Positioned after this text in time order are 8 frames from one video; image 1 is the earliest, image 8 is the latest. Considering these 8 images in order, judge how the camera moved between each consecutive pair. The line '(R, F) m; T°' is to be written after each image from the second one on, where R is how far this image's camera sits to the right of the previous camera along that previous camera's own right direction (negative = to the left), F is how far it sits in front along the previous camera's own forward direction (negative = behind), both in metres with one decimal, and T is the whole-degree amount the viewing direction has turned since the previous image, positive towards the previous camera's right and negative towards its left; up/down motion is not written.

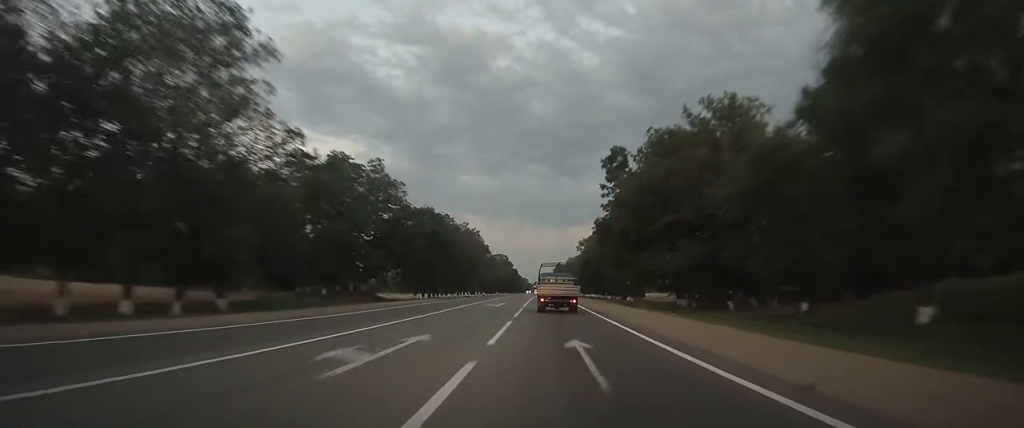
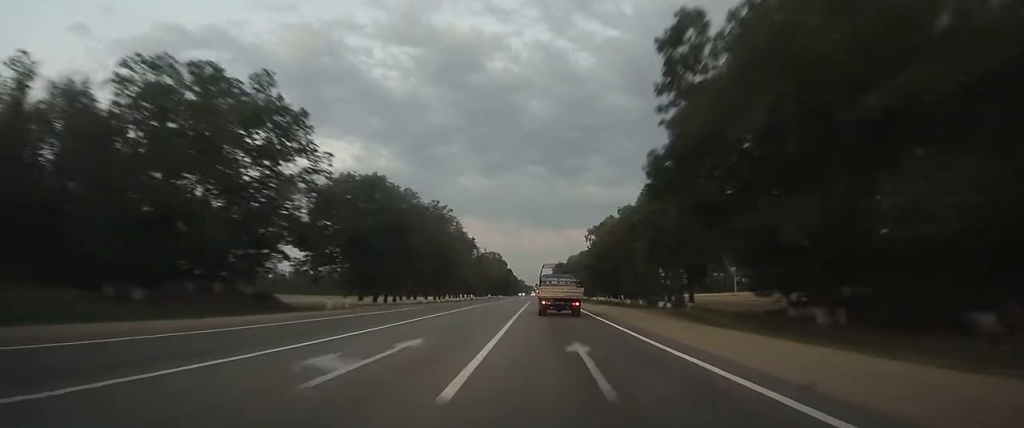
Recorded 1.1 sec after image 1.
(+0.1, +30.1) m; 0°
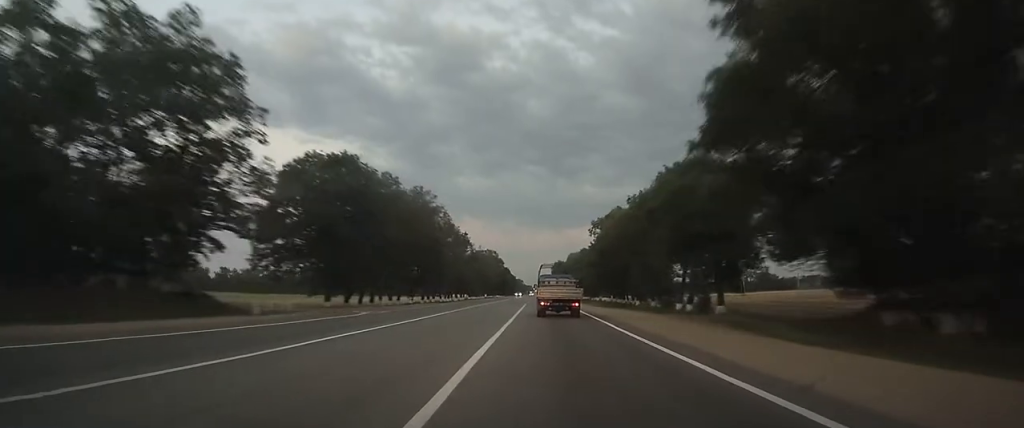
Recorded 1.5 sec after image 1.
(0.0, +10.7) m; 0°
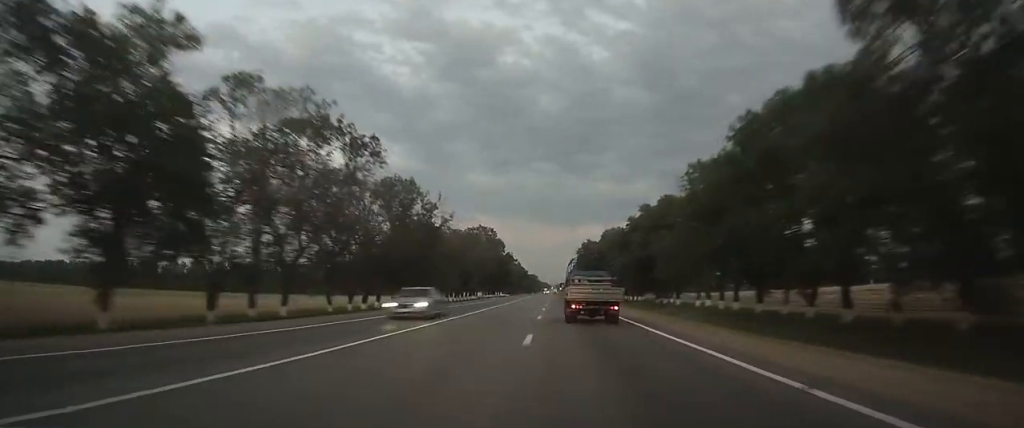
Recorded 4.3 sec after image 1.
(-0.3, +75.1) m; -1°
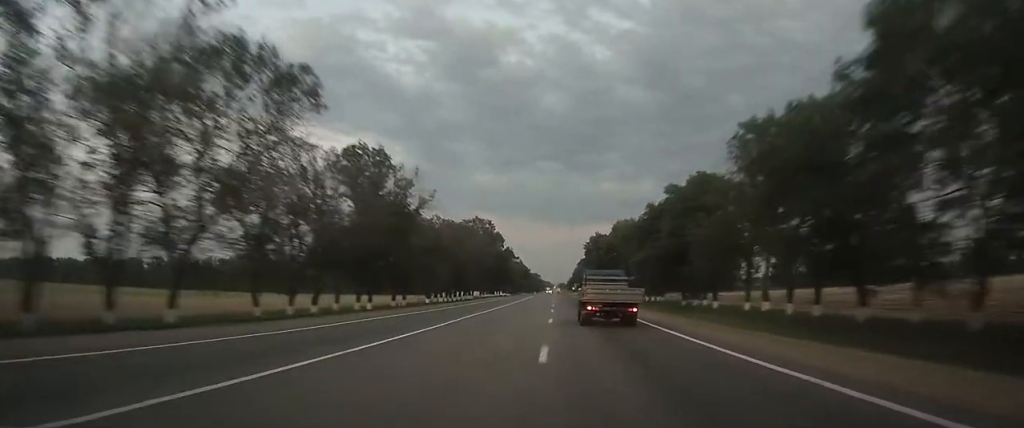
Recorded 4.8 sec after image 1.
(-0.1, +15.2) m; 0°
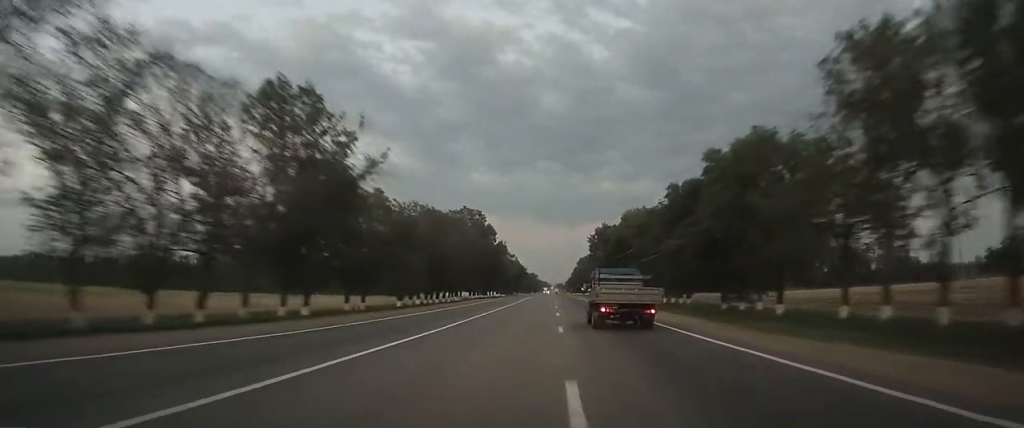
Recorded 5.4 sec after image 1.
(0.0, +17.4) m; 0°
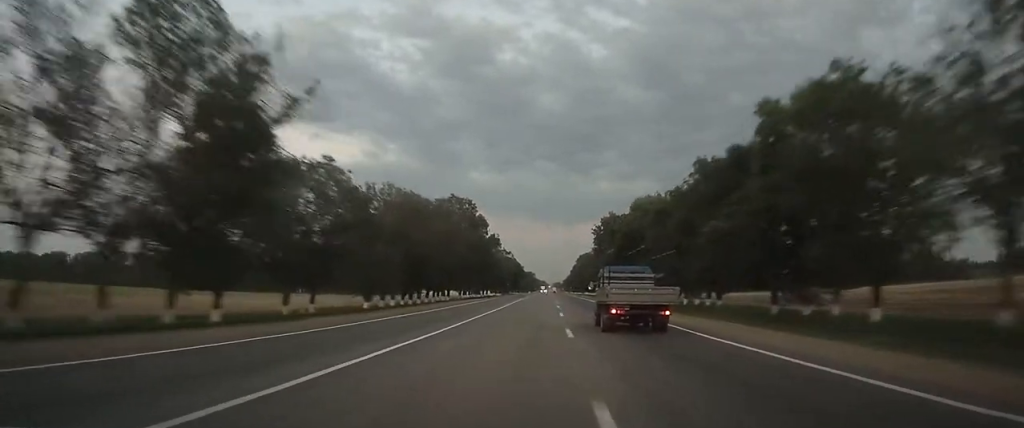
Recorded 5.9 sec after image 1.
(0.0, +13.6) m; 0°
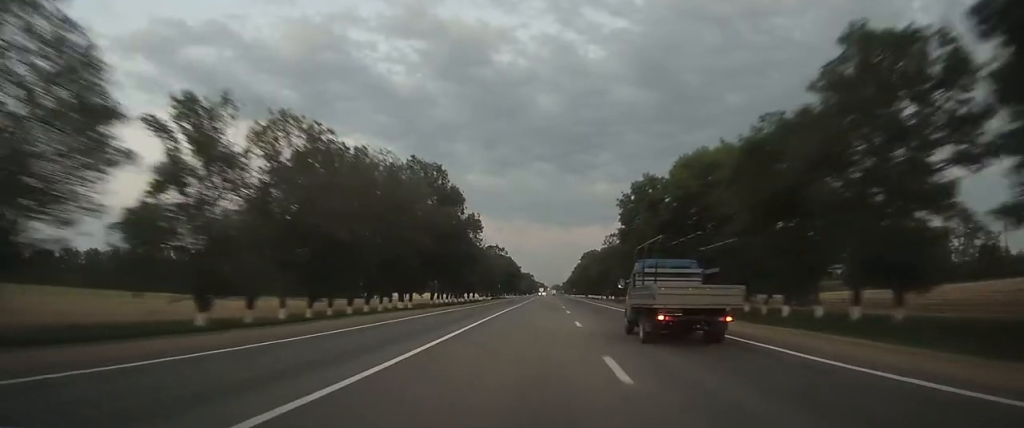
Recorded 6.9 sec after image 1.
(0.0, +31.8) m; 0°
